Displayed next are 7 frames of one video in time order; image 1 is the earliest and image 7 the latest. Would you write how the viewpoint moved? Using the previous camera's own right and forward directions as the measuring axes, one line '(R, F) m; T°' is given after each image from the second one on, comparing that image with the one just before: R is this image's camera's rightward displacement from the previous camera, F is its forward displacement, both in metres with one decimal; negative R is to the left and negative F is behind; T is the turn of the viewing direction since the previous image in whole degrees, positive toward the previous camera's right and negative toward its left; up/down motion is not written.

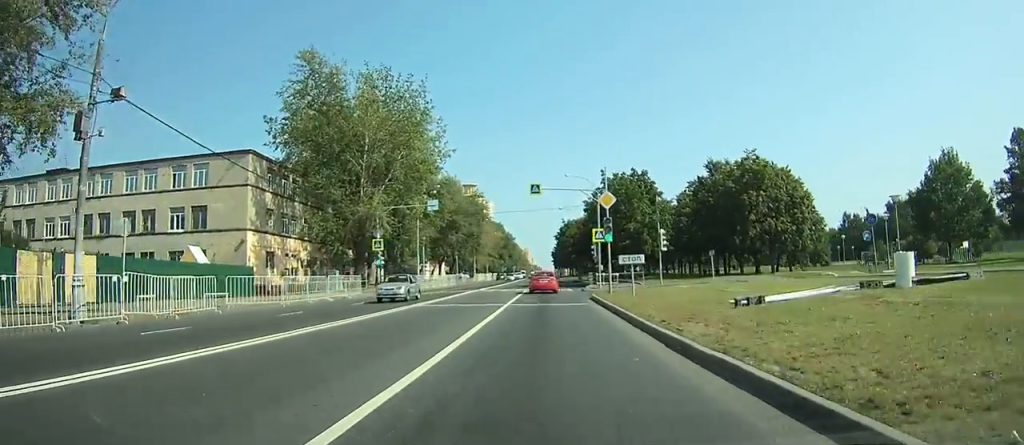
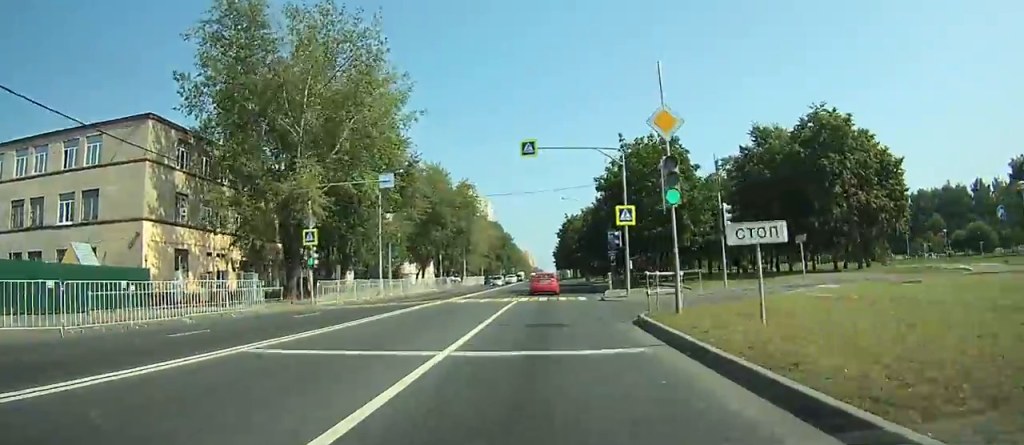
(-0.1, +14.9) m; 0°
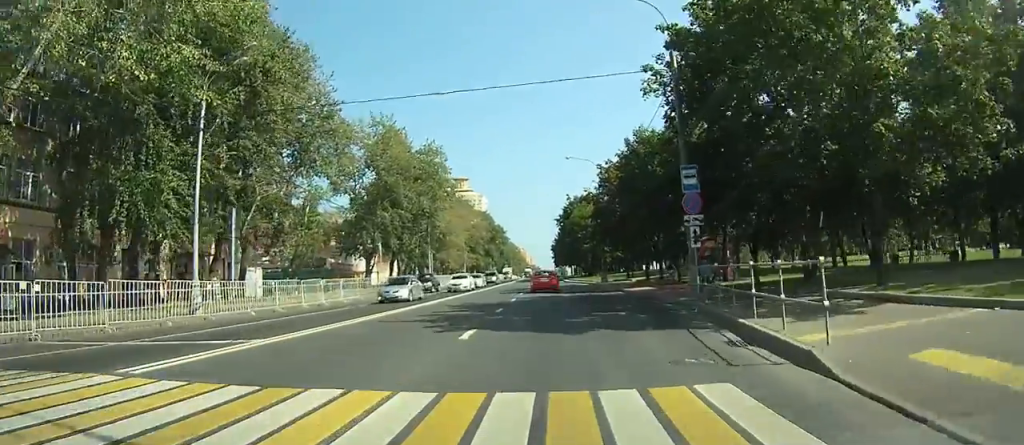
(-0.1, +26.9) m; 0°
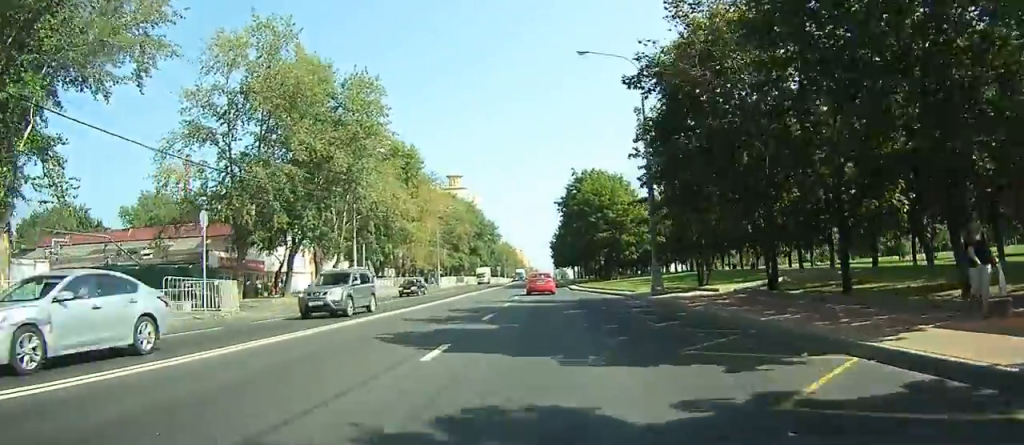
(+0.1, +26.8) m; +1°
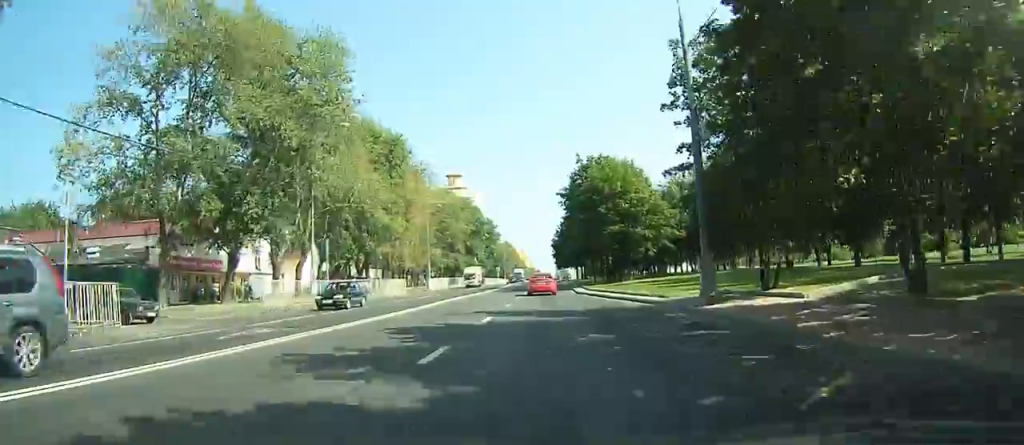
(0.0, +8.3) m; 0°
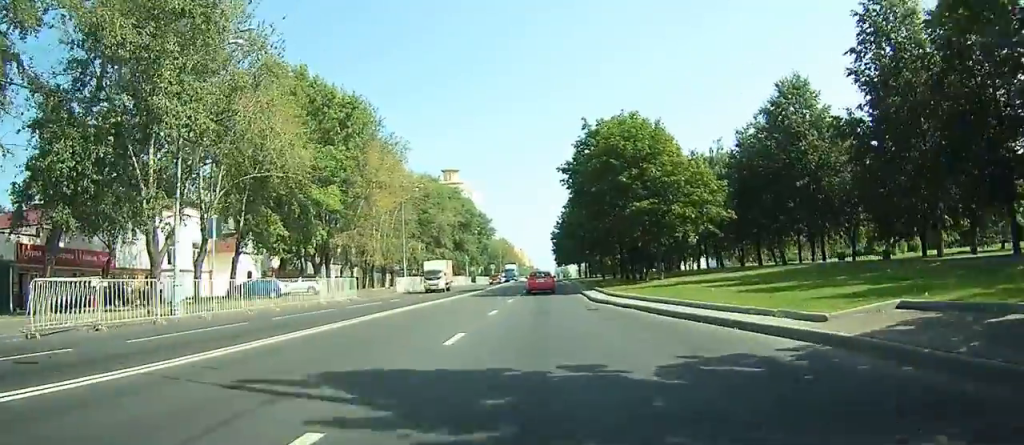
(+0.1, +13.9) m; 0°
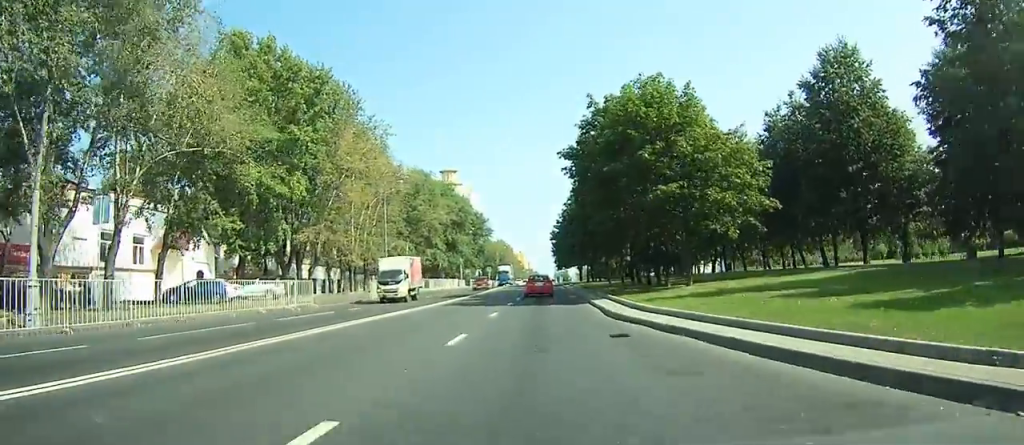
(0.0, +7.4) m; 0°
